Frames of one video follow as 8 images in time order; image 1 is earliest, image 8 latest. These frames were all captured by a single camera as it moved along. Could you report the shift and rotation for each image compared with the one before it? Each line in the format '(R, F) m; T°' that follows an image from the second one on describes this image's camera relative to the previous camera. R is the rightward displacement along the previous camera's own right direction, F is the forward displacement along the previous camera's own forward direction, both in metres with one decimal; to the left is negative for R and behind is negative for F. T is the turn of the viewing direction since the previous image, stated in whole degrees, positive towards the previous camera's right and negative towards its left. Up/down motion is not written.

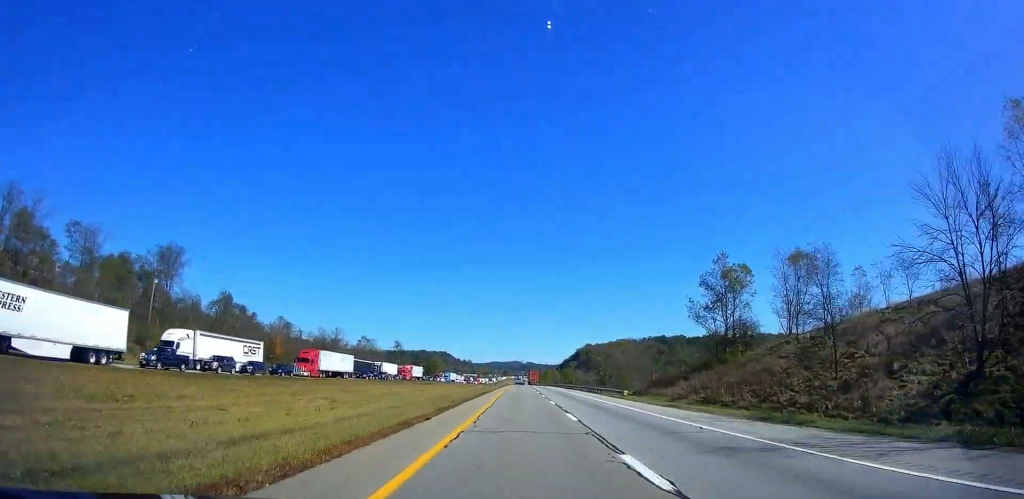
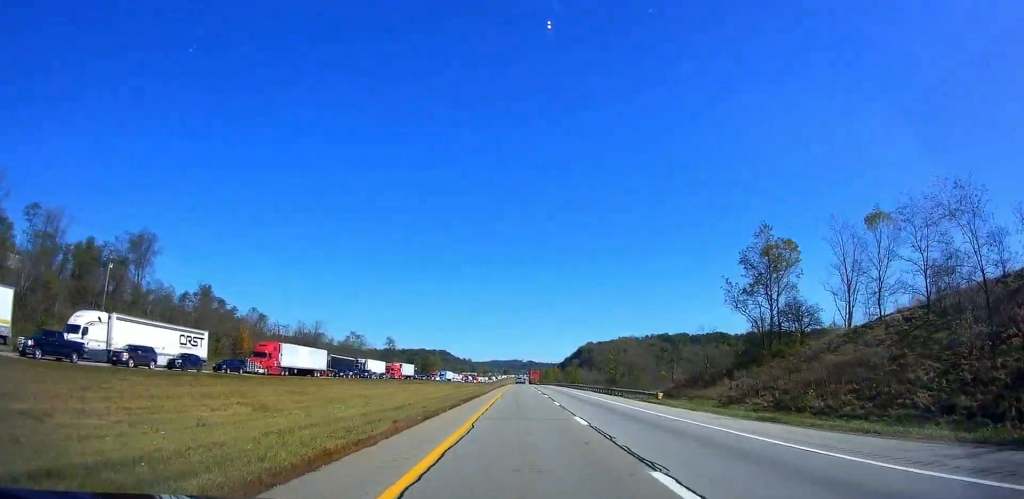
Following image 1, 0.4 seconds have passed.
(0.0, +14.1) m; 0°
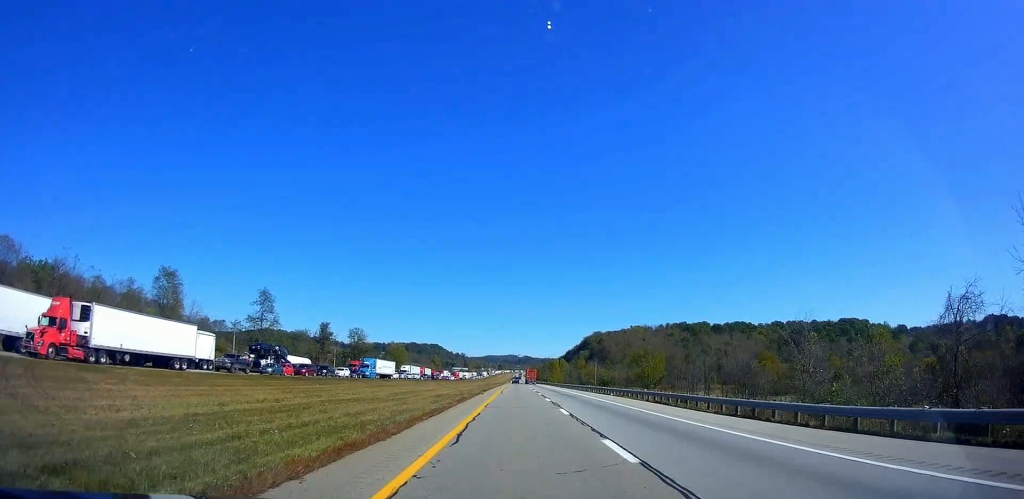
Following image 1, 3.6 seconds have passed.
(+0.2, +103.2) m; 0°
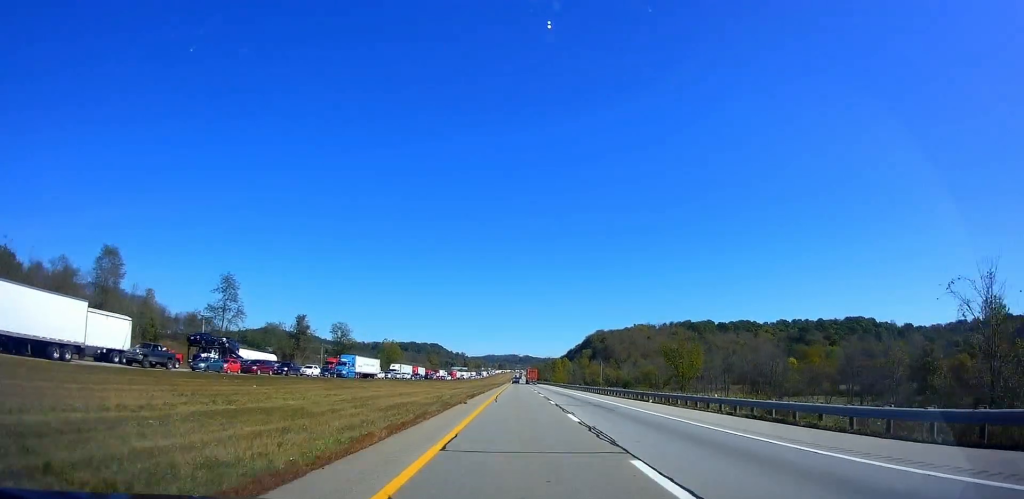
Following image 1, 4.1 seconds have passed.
(0.0, +15.2) m; 0°
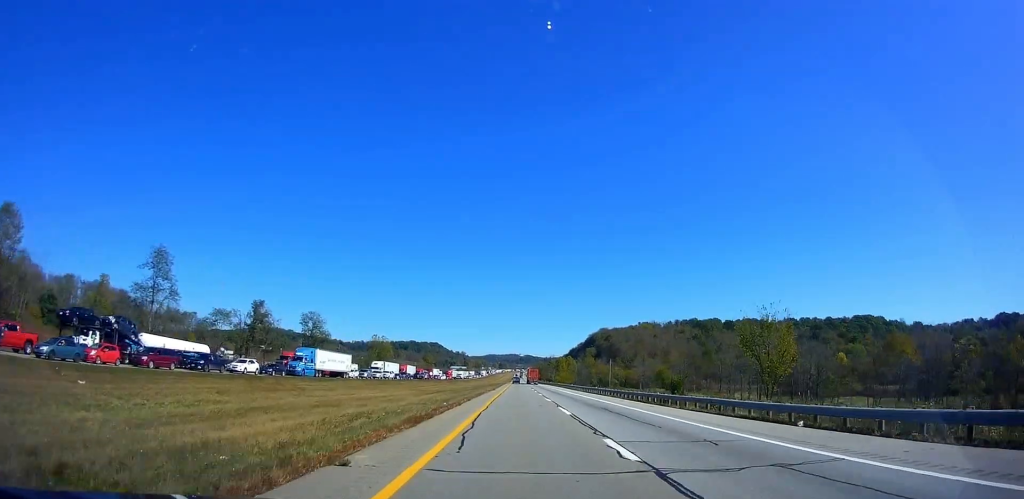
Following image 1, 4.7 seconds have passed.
(0.0, +20.6) m; 0°
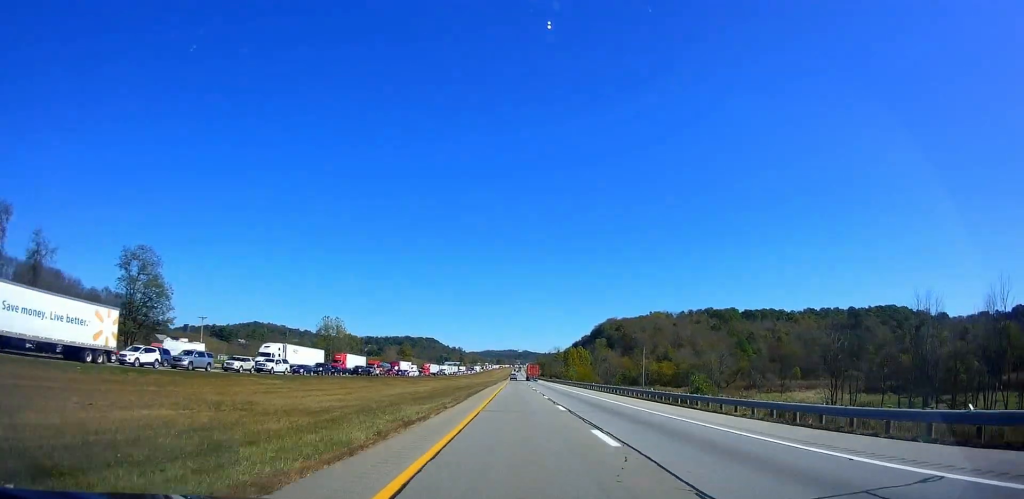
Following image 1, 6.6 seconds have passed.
(+0.4, +59.6) m; +2°
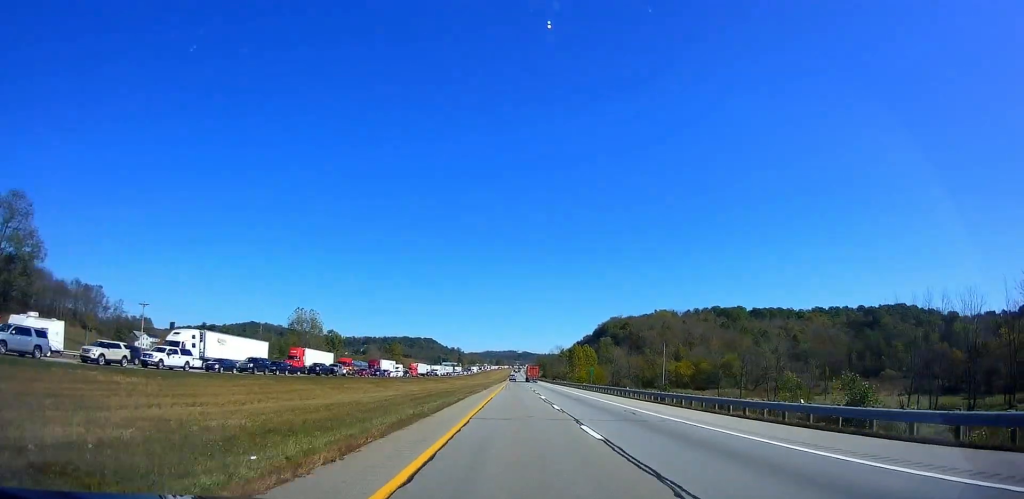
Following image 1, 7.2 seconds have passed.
(+0.7, +21.7) m; 0°
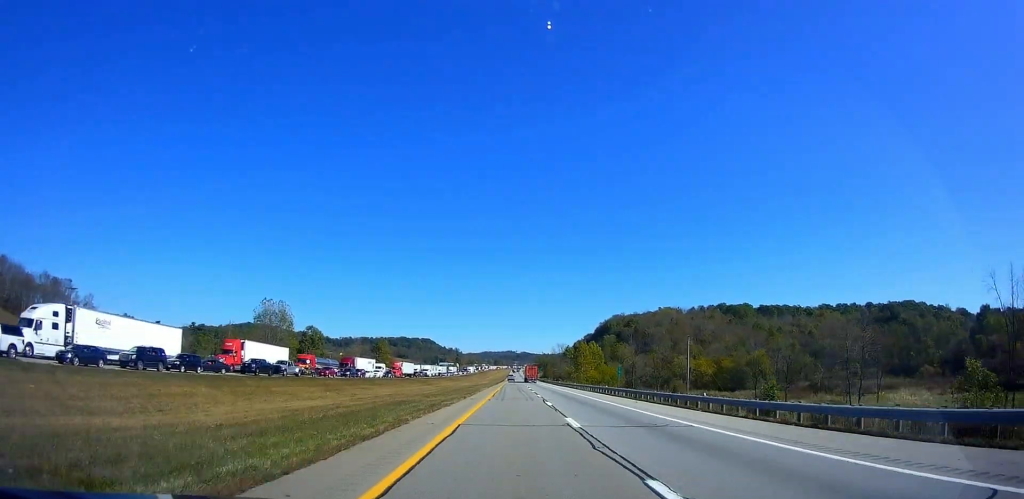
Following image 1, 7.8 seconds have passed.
(-0.3, +19.5) m; -1°
